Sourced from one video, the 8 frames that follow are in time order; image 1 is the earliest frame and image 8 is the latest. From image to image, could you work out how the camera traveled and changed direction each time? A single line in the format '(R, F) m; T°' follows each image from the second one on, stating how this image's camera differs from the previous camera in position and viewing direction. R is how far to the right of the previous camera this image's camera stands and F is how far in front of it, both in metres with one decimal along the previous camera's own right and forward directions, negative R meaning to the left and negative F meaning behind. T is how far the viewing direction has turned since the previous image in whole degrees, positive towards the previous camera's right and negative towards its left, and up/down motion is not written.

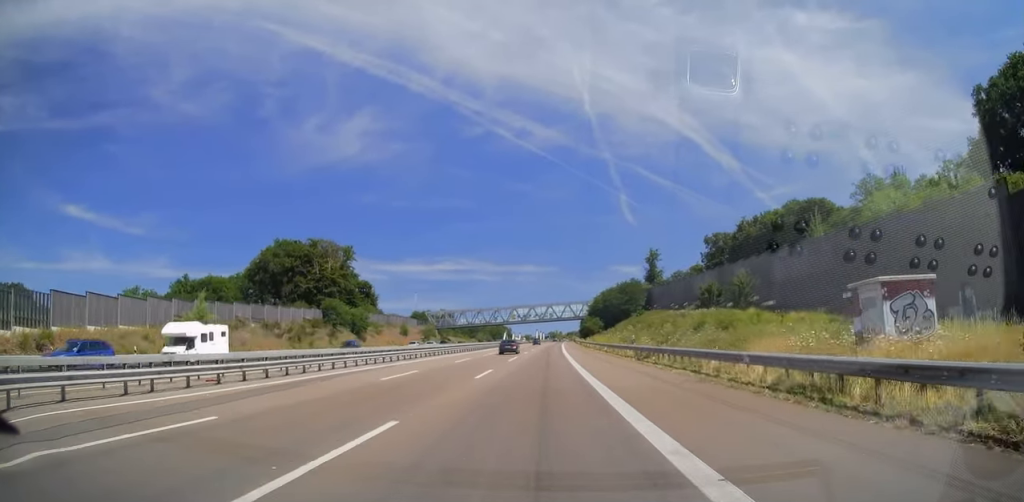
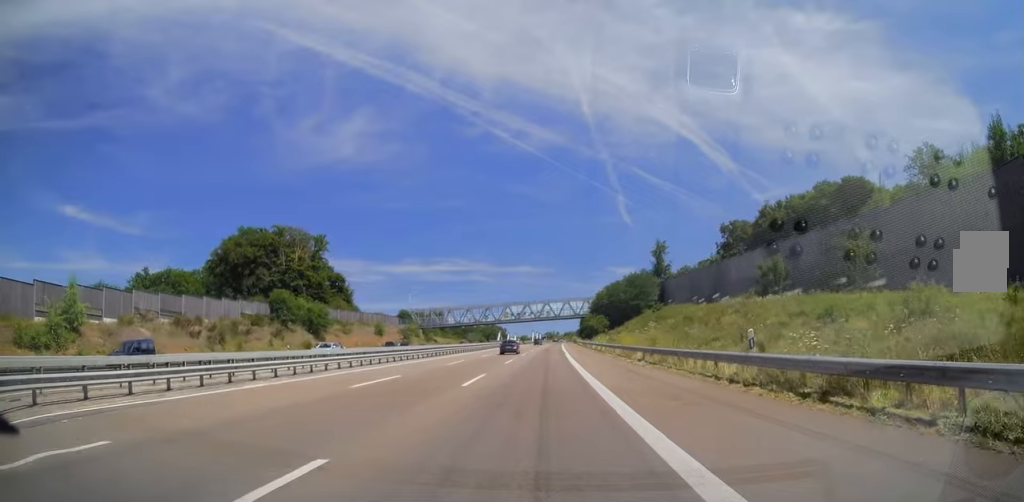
(-0.2, +21.0) m; 0°
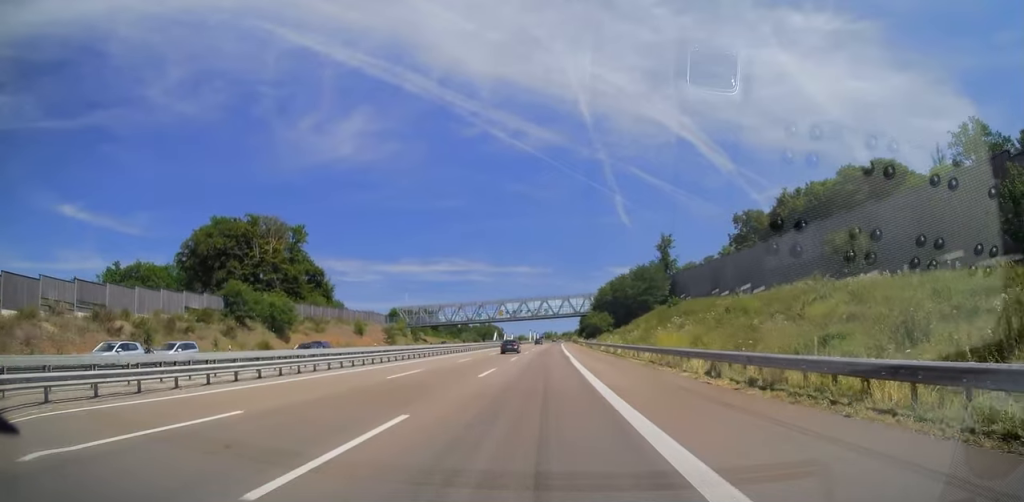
(-0.1, +13.5) m; 0°
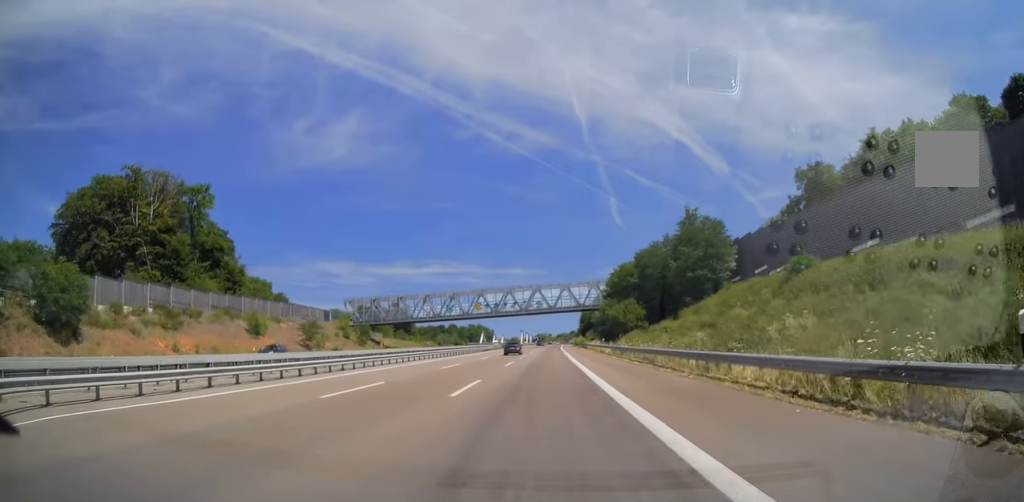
(+0.6, +43.9) m; +2°
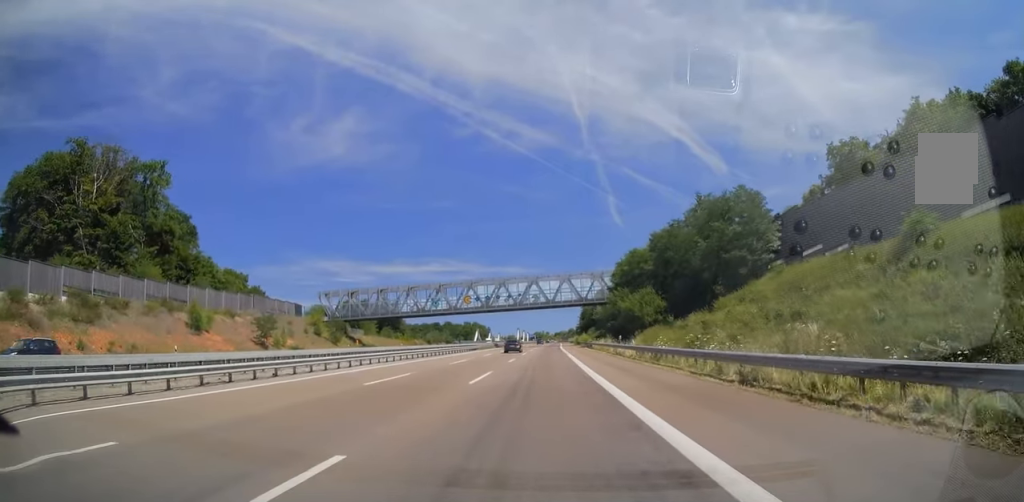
(0.0, +14.5) m; 0°
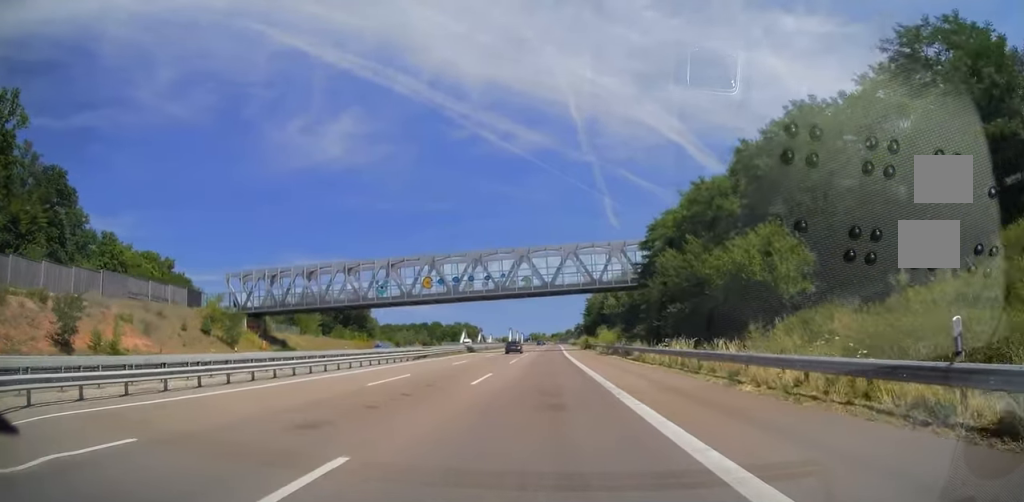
(+0.1, +36.0) m; 0°
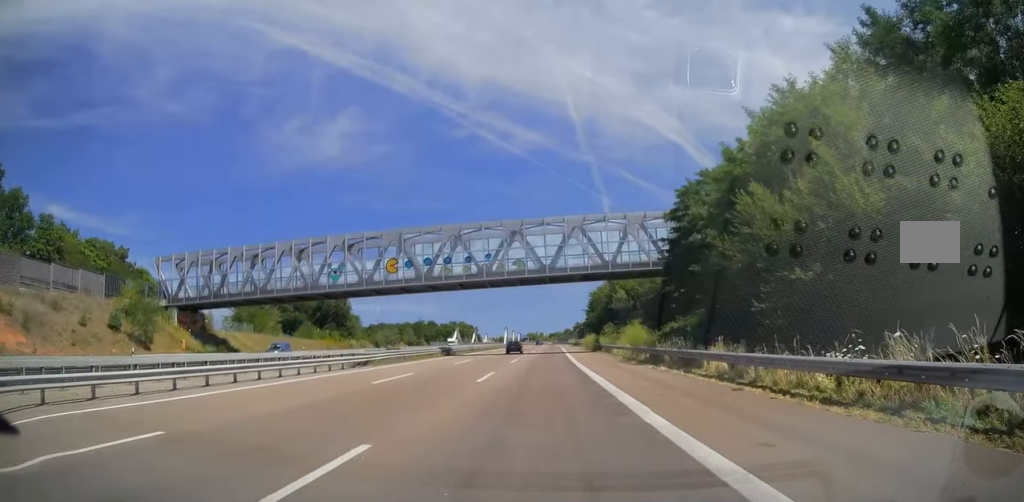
(-0.1, +17.4) m; 0°
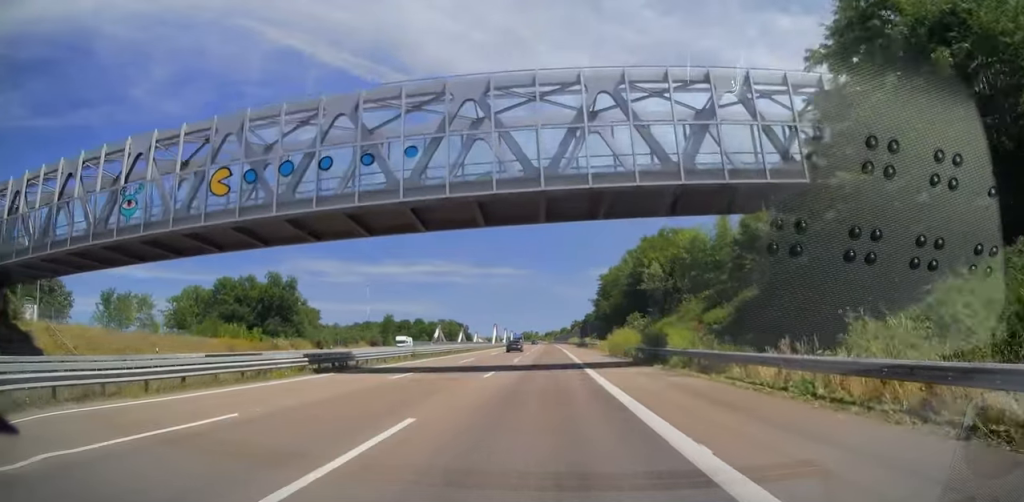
(+0.2, +33.6) m; +1°
